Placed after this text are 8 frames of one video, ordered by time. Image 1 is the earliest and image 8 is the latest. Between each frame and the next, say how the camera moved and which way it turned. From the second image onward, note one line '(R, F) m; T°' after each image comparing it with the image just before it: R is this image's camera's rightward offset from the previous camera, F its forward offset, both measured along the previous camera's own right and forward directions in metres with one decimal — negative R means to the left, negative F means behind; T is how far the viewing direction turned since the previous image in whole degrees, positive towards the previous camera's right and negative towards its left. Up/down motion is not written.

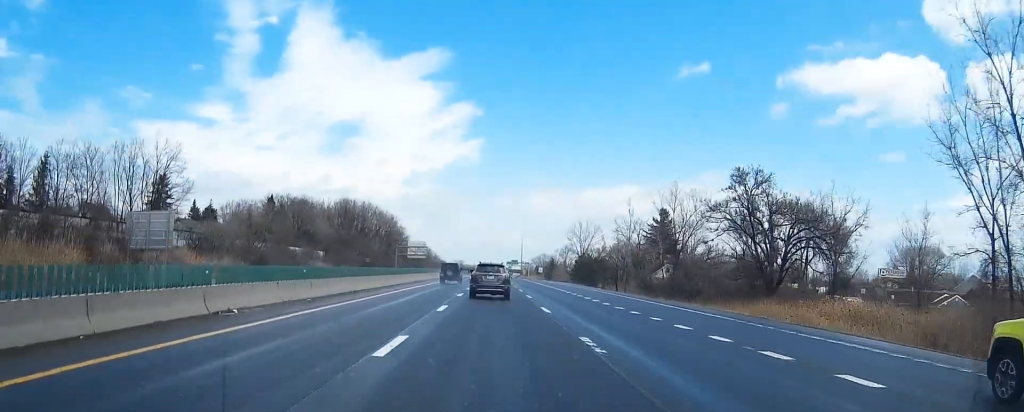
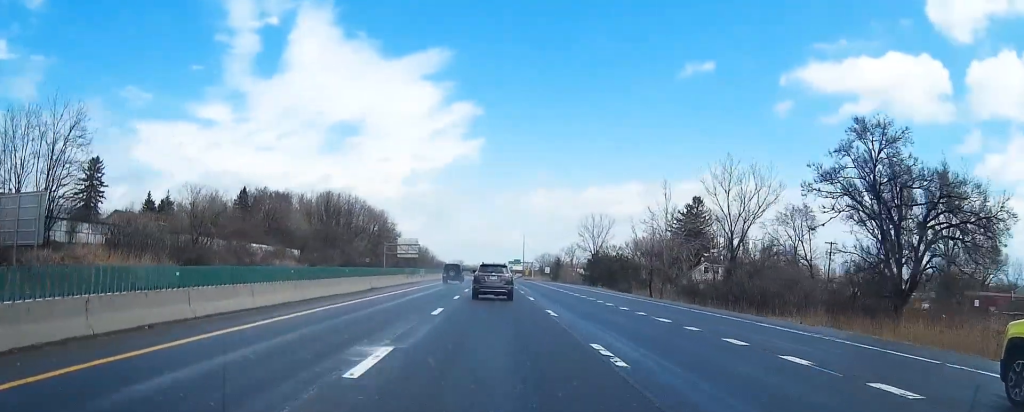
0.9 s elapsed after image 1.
(-0.1, +26.4) m; -1°
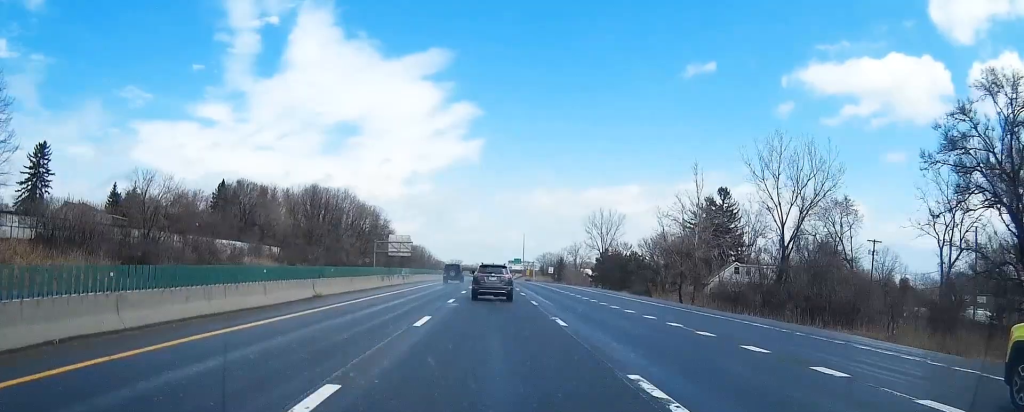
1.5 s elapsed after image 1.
(-0.1, +16.1) m; 0°
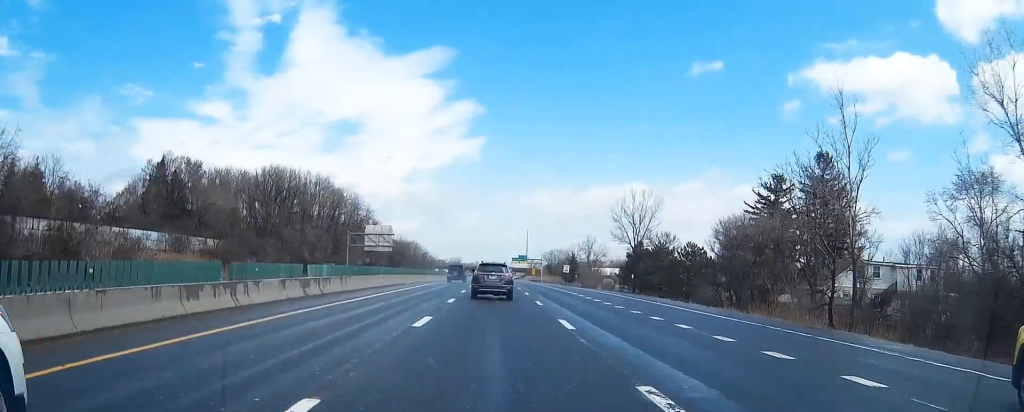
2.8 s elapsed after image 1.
(0.0, +37.6) m; 0°
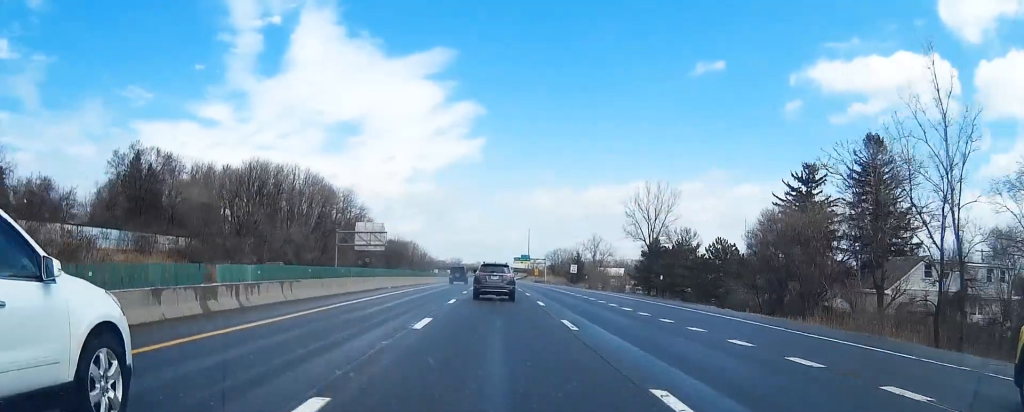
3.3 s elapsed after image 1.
(+0.1, +12.2) m; 0°
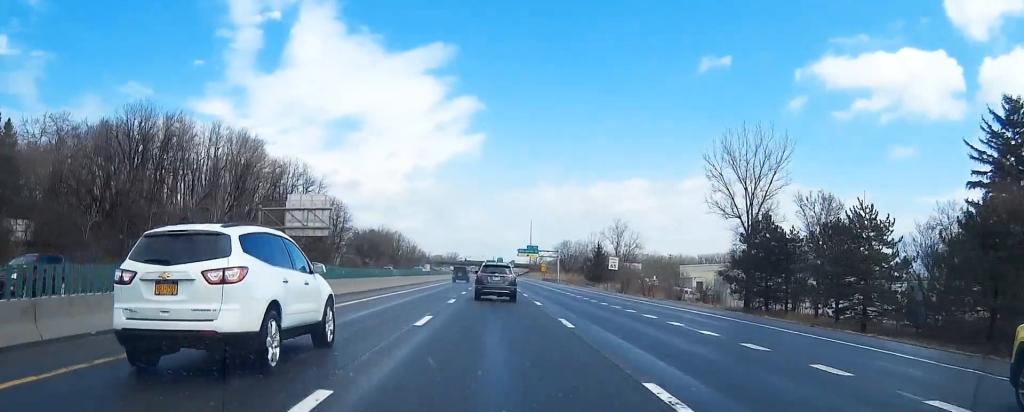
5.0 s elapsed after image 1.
(-0.1, +48.5) m; 0°
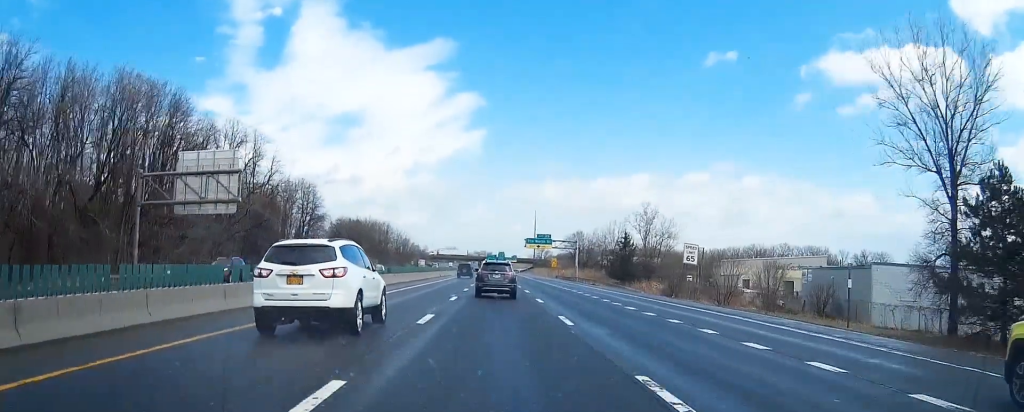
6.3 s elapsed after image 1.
(0.0, +36.2) m; 0°
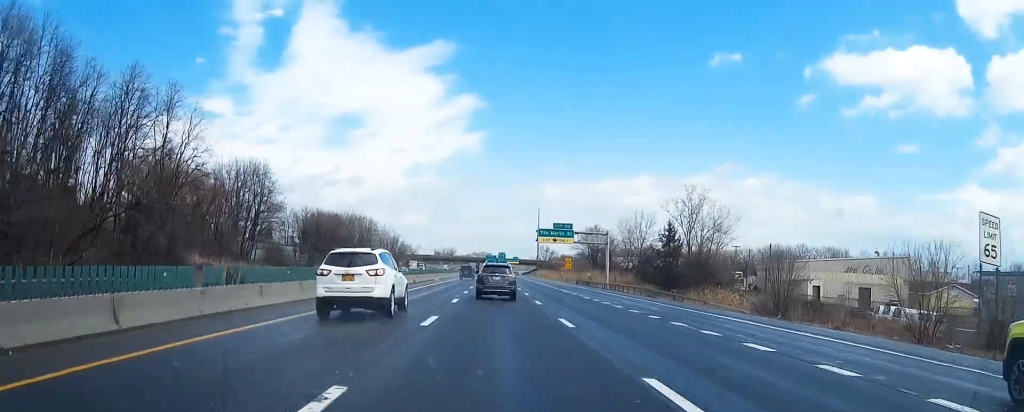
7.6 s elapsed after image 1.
(-0.1, +36.9) m; 0°
